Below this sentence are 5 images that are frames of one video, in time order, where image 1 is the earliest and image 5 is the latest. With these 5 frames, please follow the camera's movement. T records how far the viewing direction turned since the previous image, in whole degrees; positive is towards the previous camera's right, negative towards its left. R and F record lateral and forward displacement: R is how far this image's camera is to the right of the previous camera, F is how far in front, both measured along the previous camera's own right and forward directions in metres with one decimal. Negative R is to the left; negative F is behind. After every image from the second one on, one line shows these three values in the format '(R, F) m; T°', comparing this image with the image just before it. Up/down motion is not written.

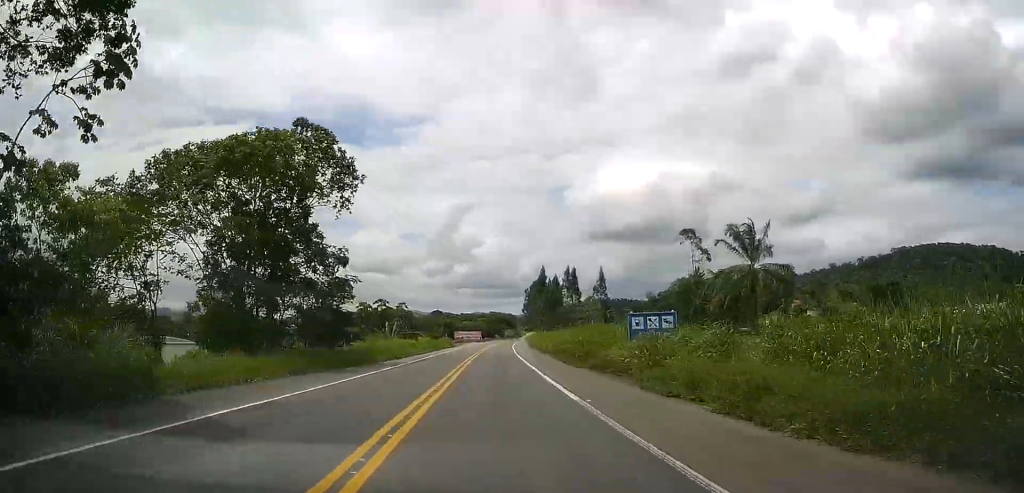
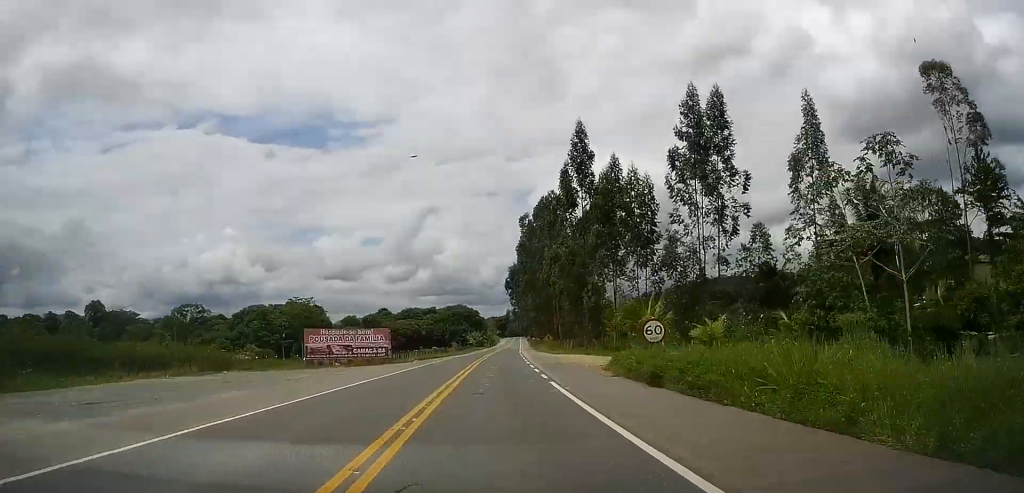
(+4.7, +132.0) m; +5°
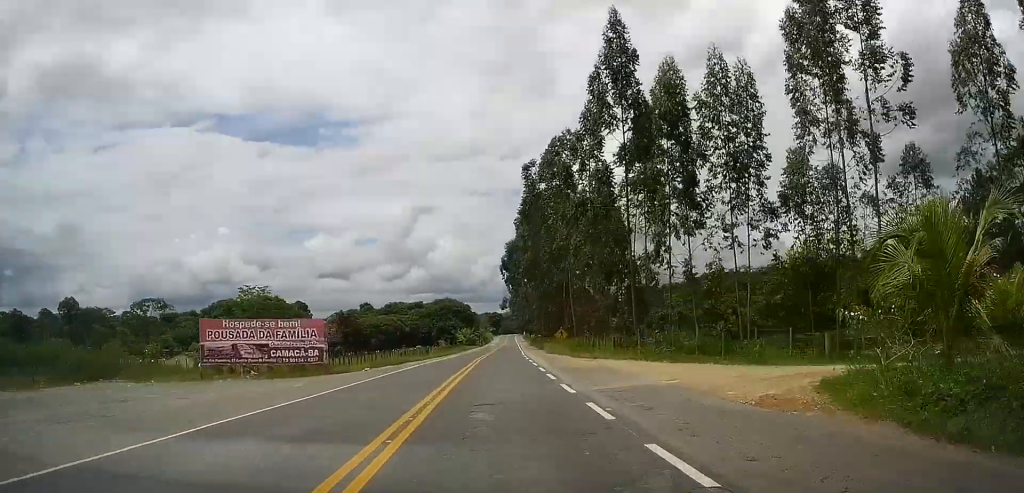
(+0.1, +22.1) m; +1°
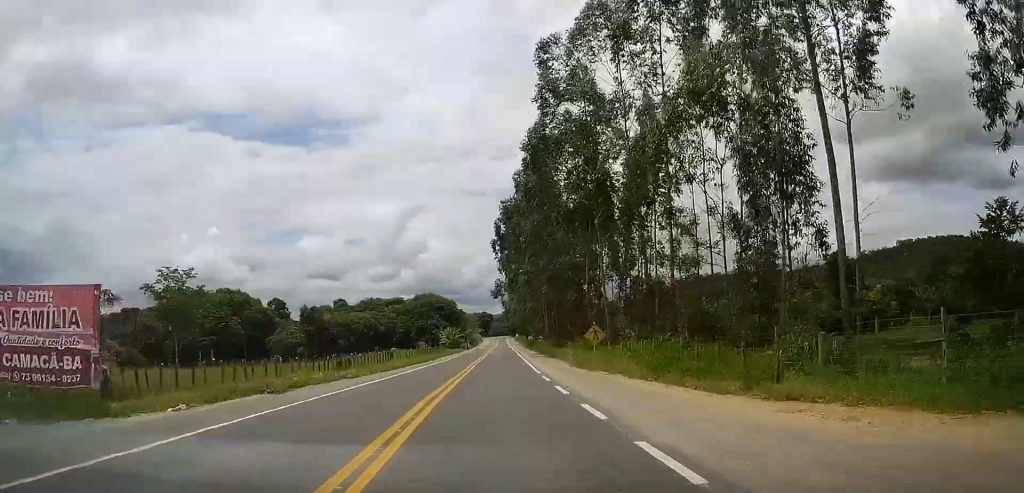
(+0.1, +24.4) m; +1°
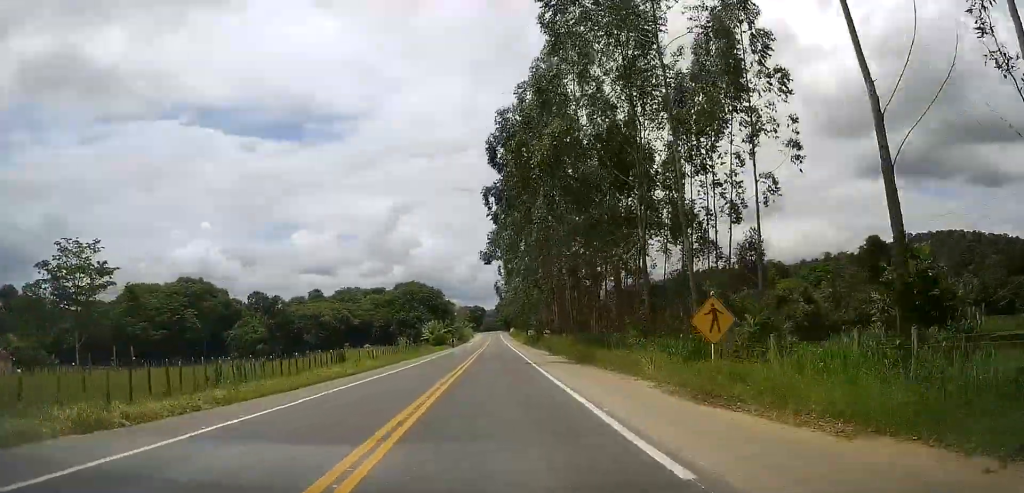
(+0.1, +20.7) m; +1°
